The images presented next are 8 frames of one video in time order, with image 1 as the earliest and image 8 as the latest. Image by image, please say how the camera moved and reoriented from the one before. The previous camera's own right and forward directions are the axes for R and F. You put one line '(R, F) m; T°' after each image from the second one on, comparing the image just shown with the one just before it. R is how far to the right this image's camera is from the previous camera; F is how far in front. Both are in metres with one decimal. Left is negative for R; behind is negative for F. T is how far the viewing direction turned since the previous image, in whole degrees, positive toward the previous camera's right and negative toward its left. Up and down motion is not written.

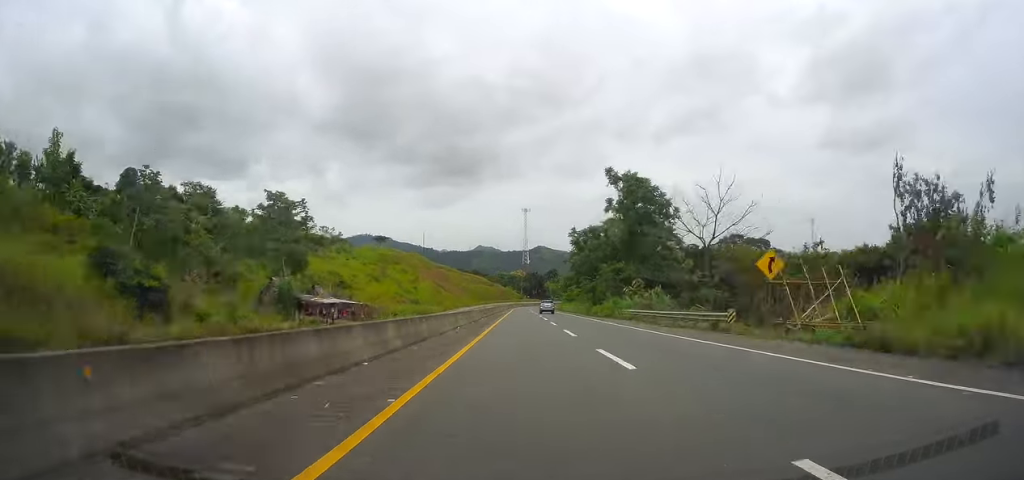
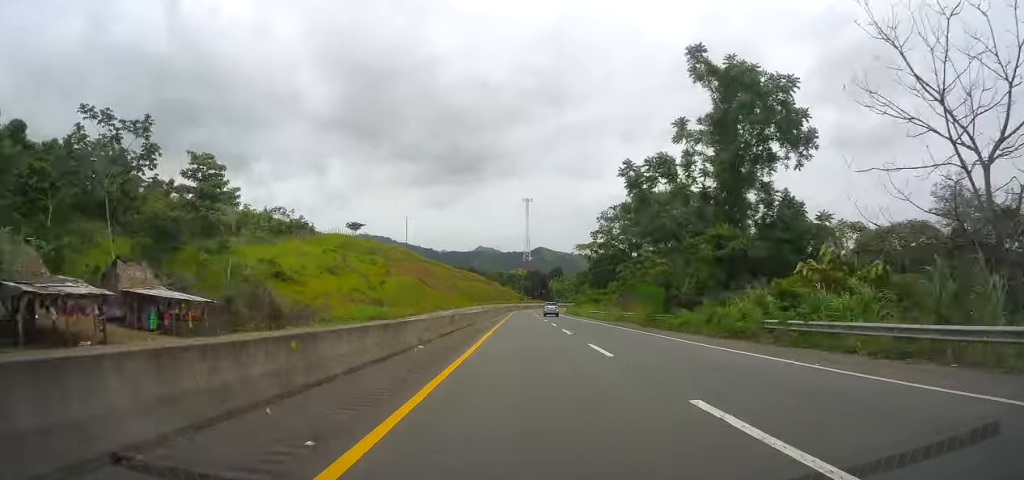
(-0.3, +32.5) m; -1°
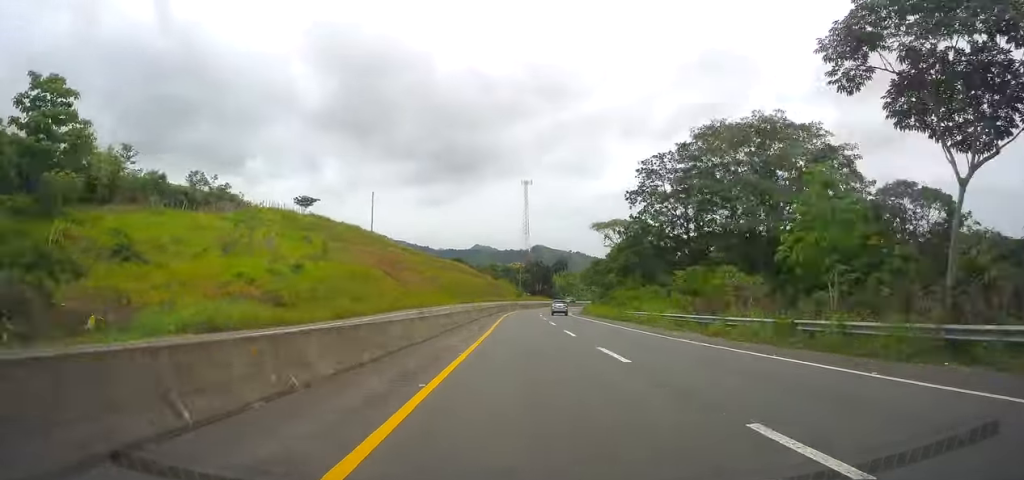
(-0.4, +37.1) m; 0°
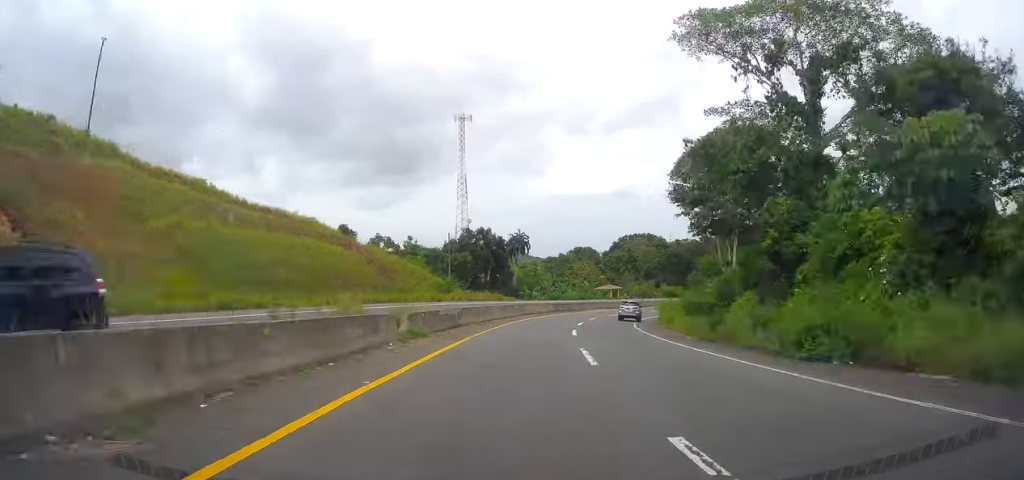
(+1.0, +83.4) m; +4°
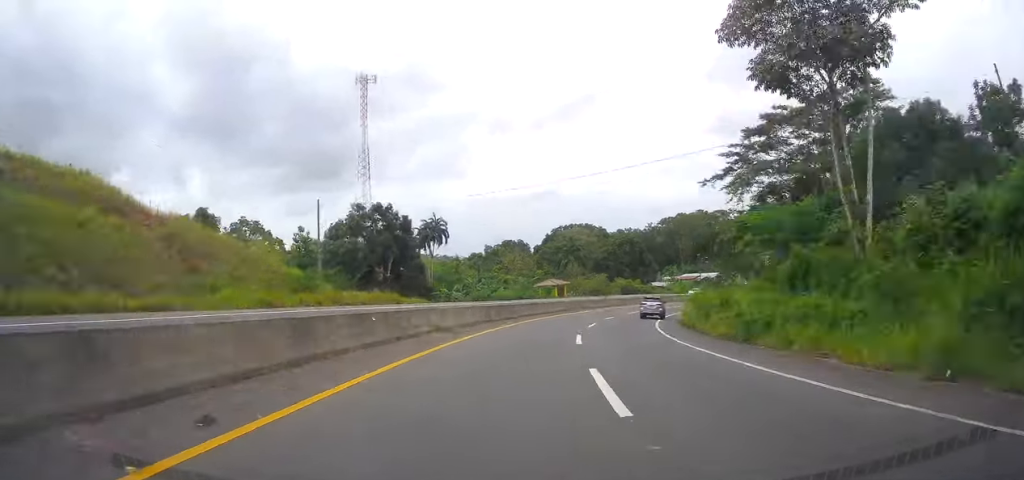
(+0.4, +30.9) m; +4°
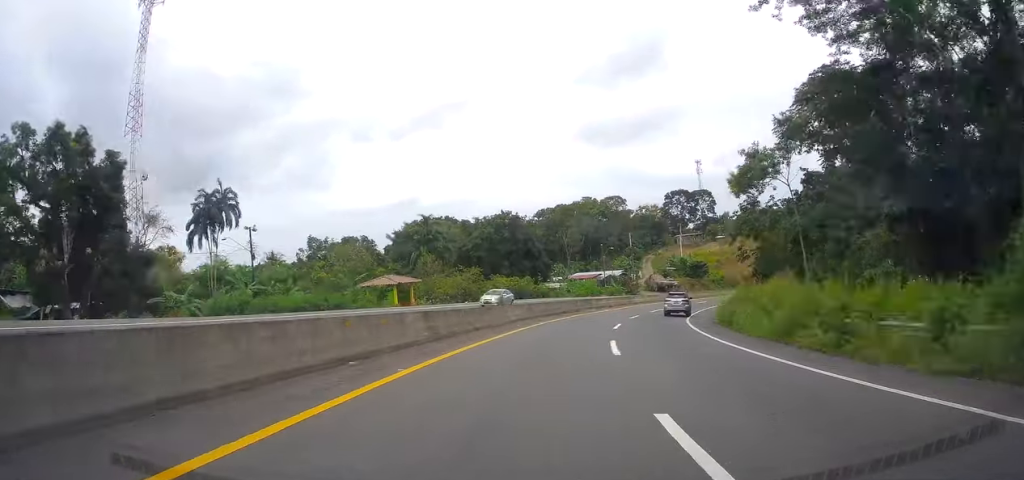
(+3.1, +43.2) m; +11°
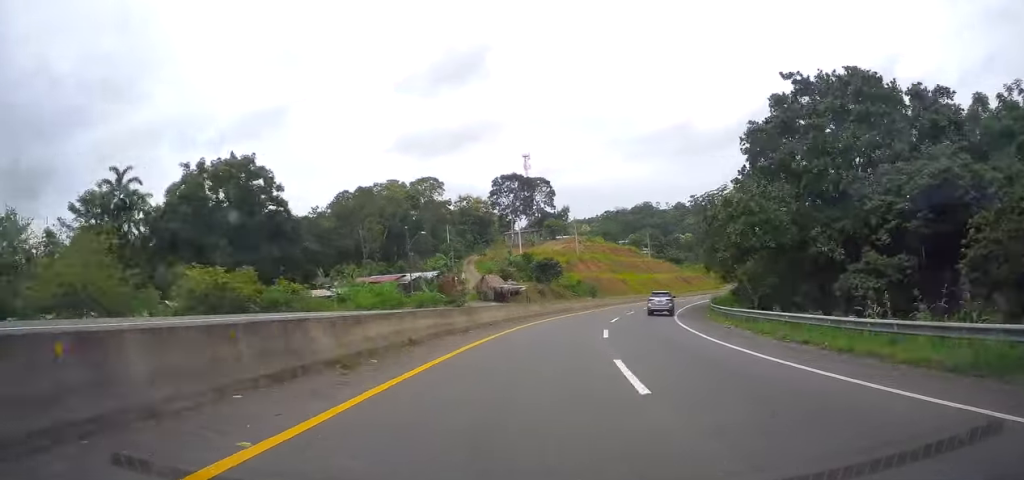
(+5.7, +43.1) m; +17°
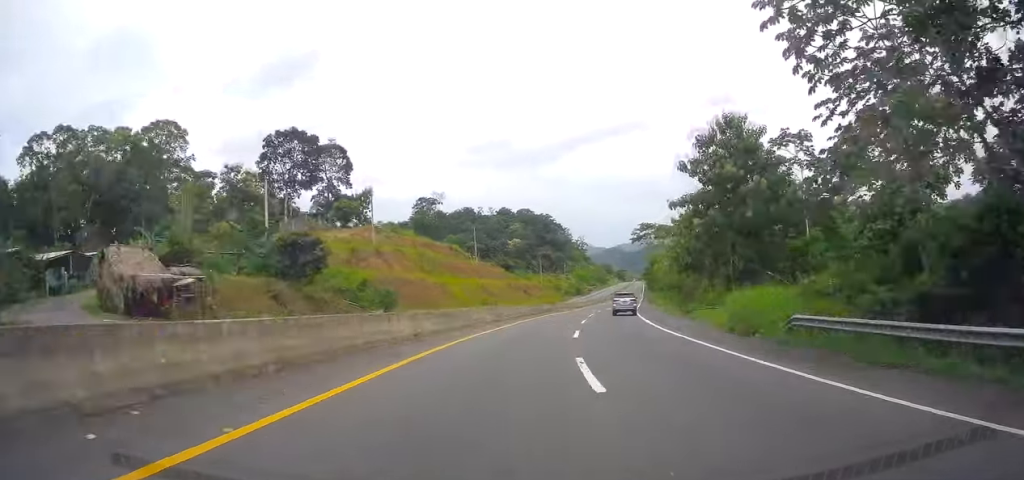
(+8.6, +47.7) m; +20°
